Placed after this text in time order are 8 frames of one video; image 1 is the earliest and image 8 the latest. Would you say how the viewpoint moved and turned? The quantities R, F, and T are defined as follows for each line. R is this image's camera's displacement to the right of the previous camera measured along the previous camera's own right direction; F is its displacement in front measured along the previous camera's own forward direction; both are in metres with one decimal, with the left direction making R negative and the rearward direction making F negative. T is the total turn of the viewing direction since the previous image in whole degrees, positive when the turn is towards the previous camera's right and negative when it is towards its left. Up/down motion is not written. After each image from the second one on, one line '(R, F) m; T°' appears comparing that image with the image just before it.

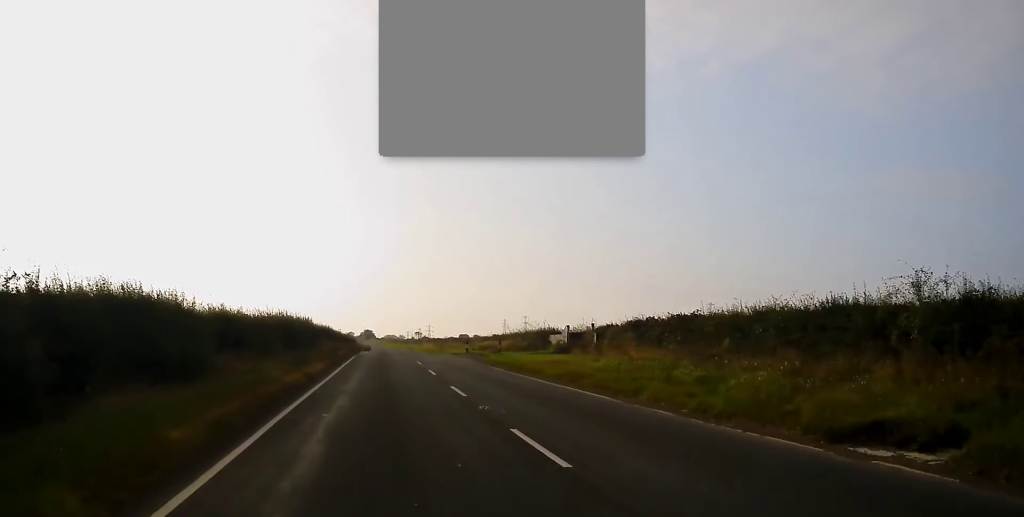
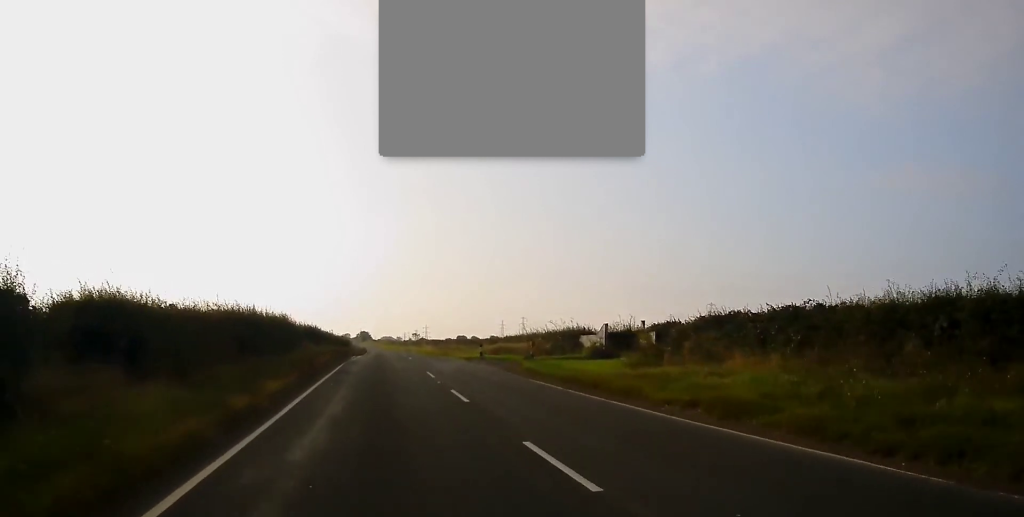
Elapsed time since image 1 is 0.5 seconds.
(0.0, +10.3) m; 0°
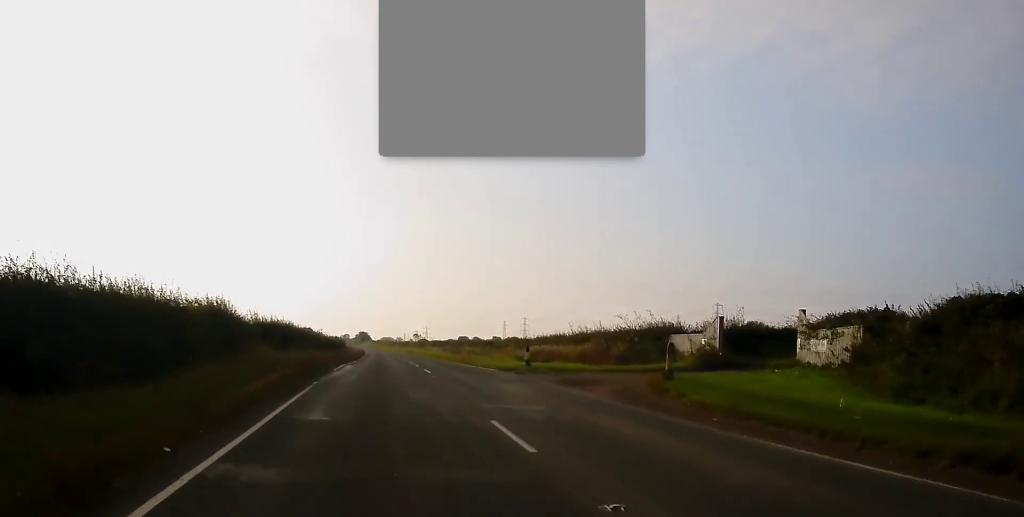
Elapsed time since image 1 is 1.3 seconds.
(-0.1, +15.8) m; 0°
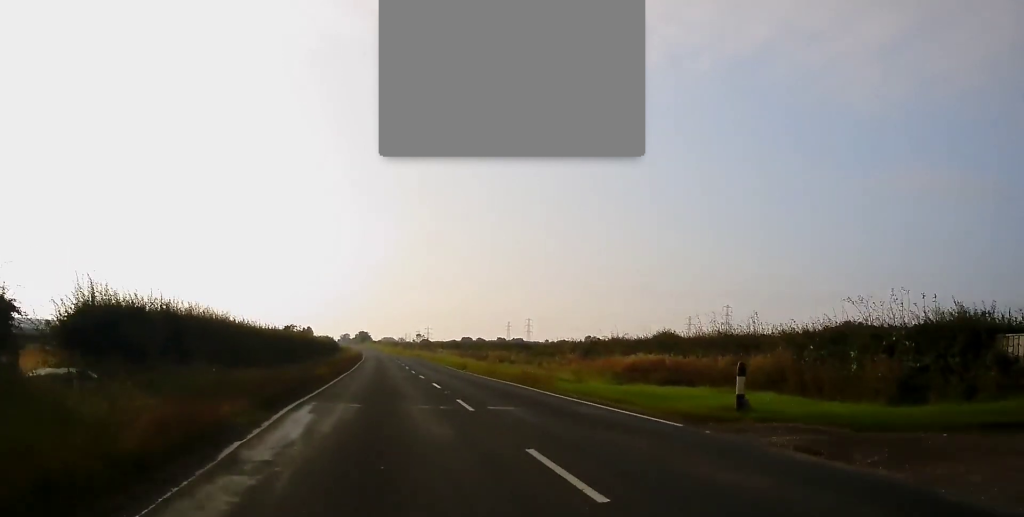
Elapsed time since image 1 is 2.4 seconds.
(+0.3, +20.6) m; +1°
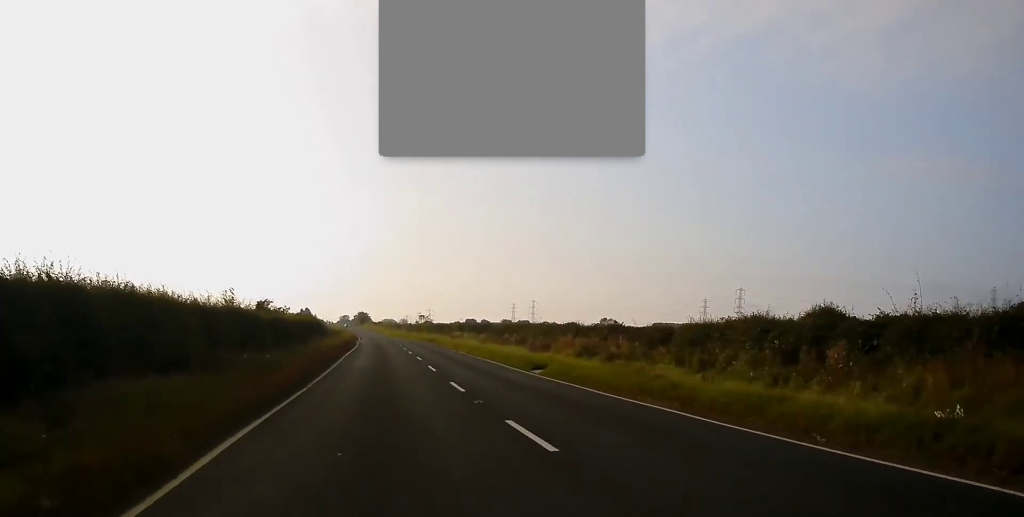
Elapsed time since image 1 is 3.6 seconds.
(-0.1, +24.7) m; -1°
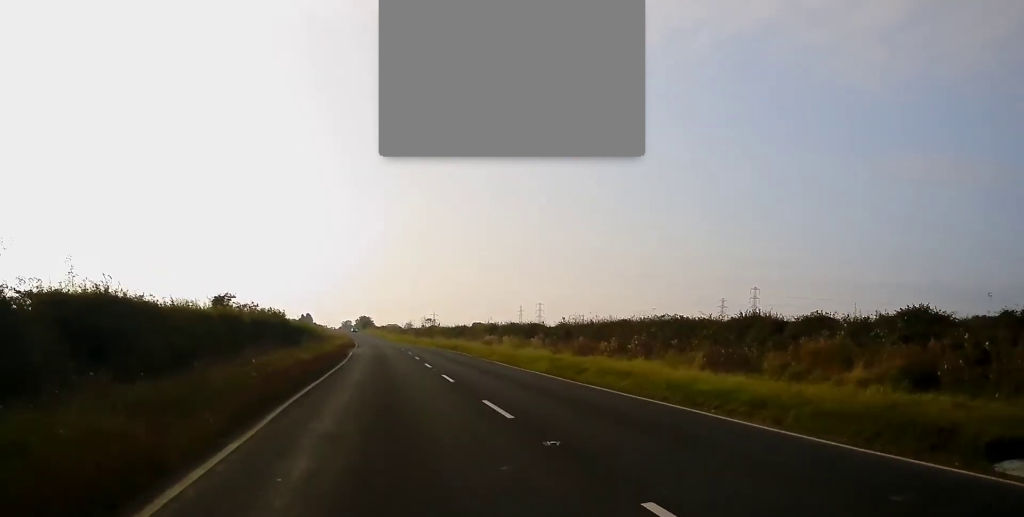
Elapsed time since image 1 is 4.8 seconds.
(-0.1, +23.8) m; 0°
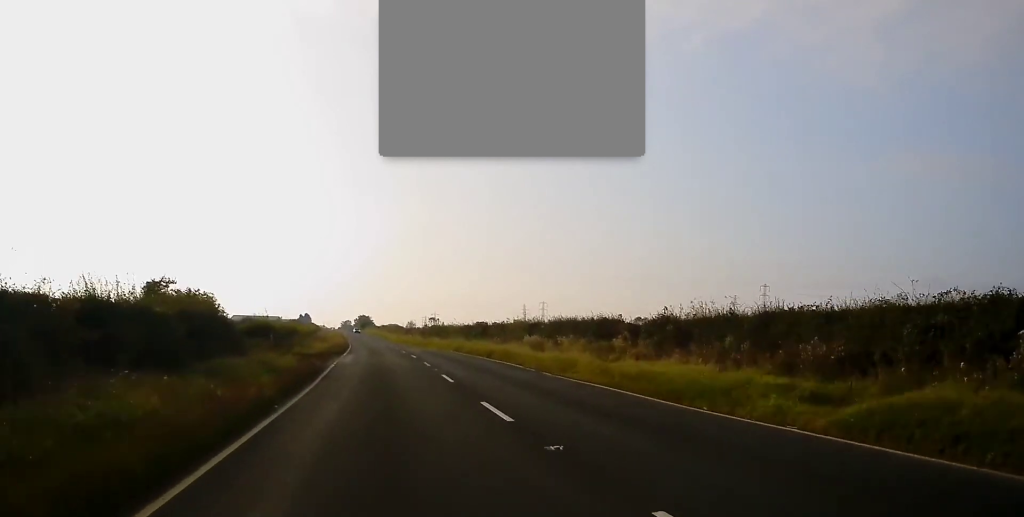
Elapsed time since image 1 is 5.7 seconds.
(+0.3, +18.4) m; 0°
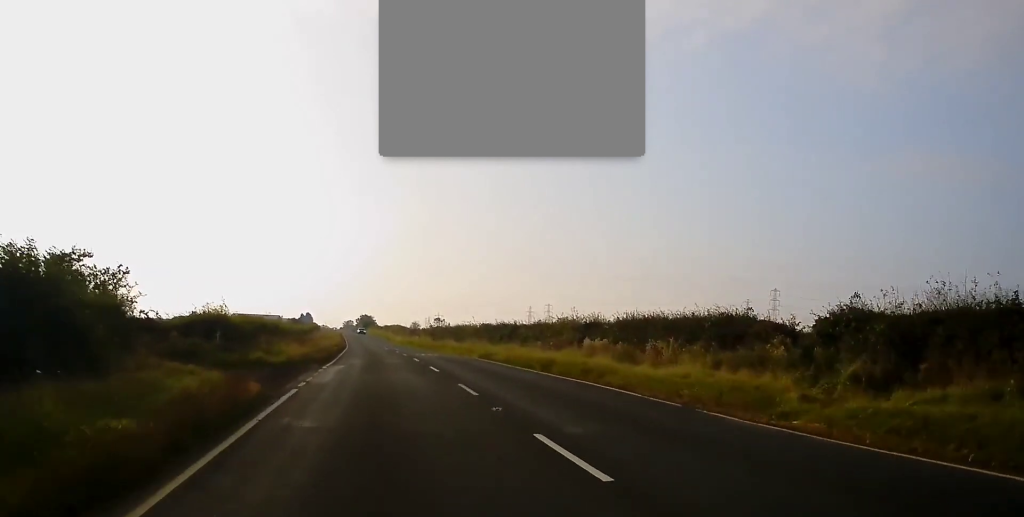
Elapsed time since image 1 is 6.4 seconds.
(-0.3, +13.5) m; 0°
